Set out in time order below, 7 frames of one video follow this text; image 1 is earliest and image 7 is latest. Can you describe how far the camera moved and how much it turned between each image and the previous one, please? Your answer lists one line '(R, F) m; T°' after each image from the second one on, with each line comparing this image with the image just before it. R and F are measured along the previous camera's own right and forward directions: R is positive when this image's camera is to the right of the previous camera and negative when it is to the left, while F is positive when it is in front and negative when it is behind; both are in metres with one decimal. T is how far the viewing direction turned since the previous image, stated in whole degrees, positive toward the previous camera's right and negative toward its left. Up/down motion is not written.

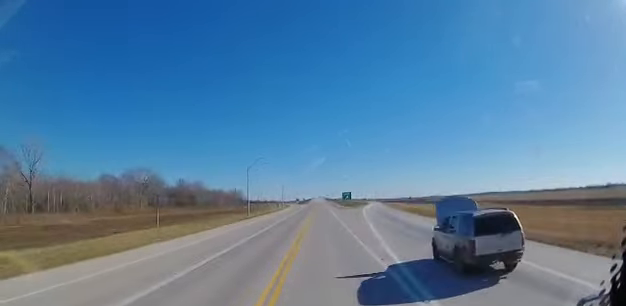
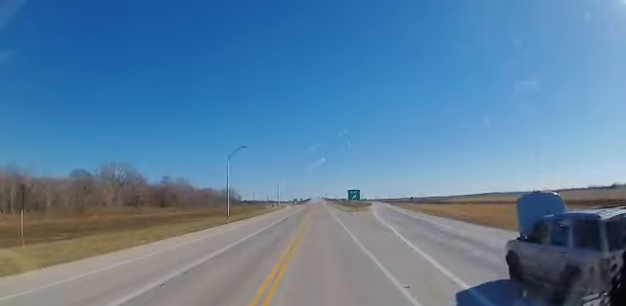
(-0.1, +16.7) m; +1°
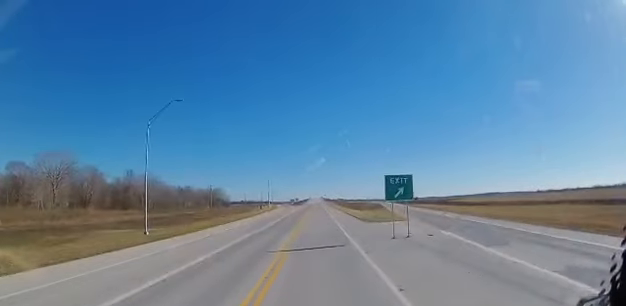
(+0.7, +30.4) m; +2°
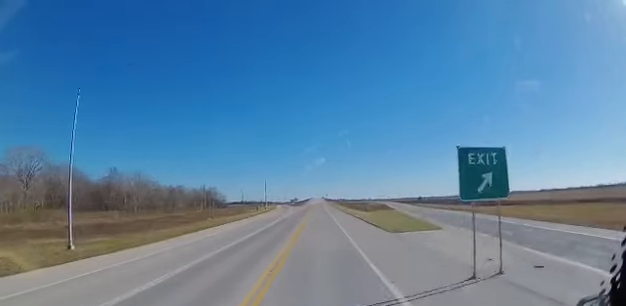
(0.0, +11.6) m; 0°
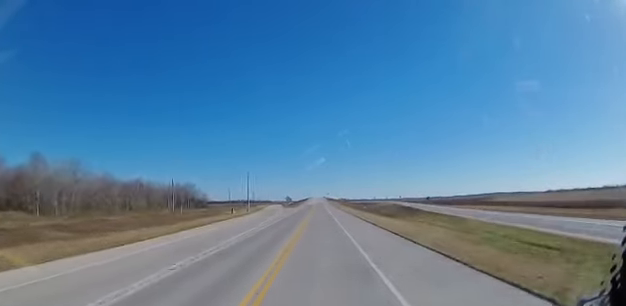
(-0.2, +37.1) m; -1°
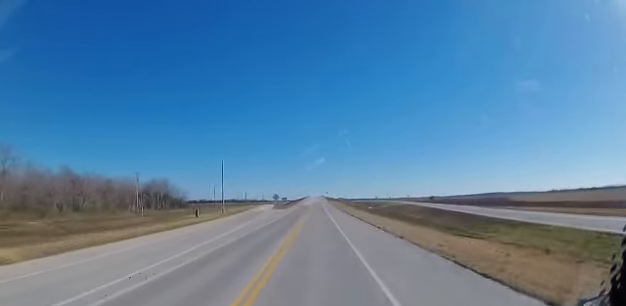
(-0.3, +25.6) m; -1°
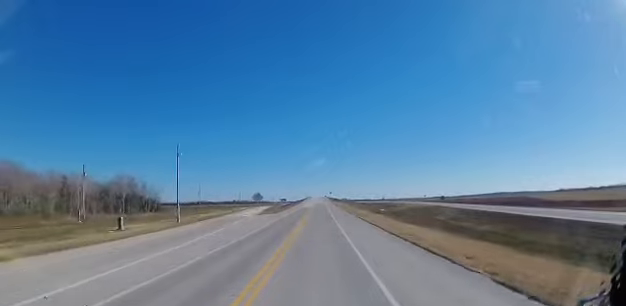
(0.0, +28.0) m; 0°
